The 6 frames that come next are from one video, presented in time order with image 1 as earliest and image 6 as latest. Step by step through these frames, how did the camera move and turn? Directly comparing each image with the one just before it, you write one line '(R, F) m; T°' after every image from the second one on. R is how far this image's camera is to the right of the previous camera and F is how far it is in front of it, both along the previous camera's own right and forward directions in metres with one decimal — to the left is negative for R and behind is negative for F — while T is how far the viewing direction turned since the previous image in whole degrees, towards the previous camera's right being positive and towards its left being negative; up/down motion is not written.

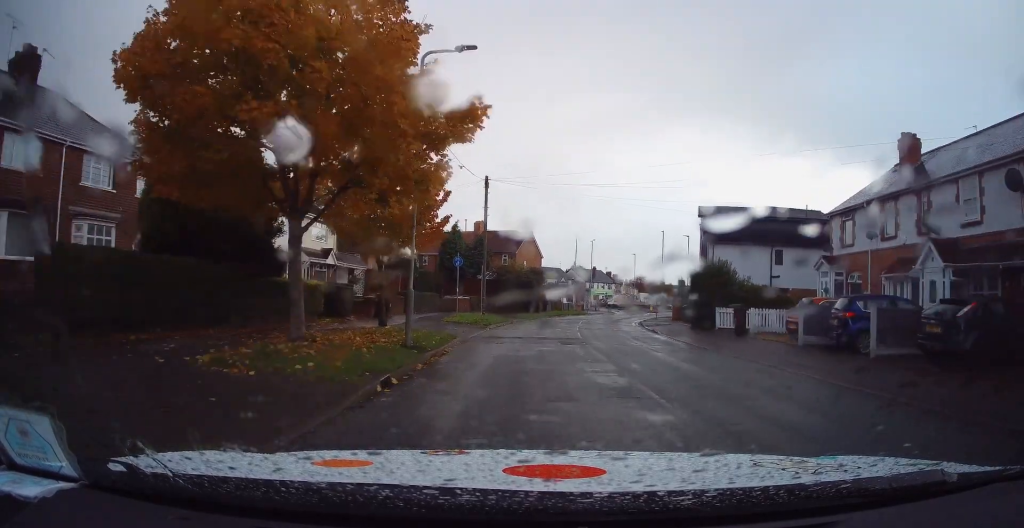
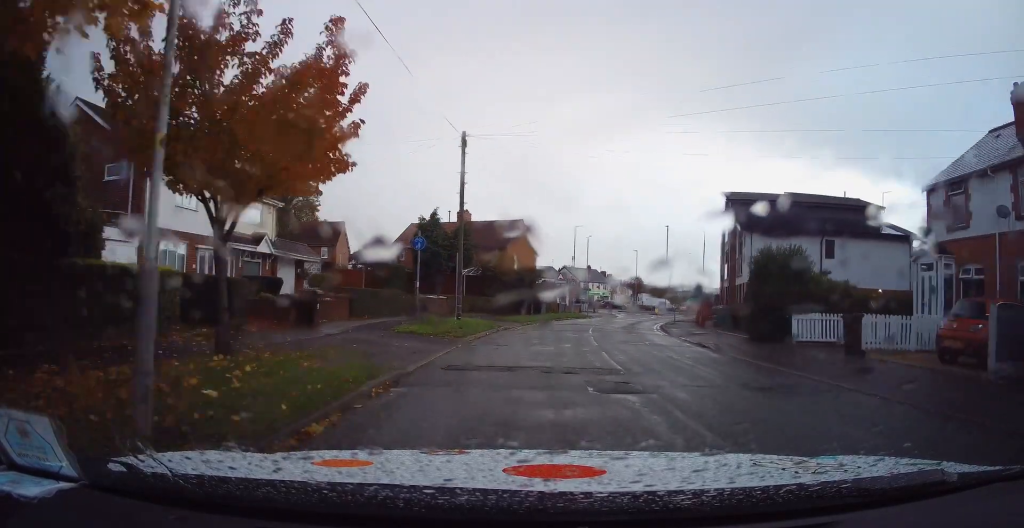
(-0.1, +8.4) m; +4°
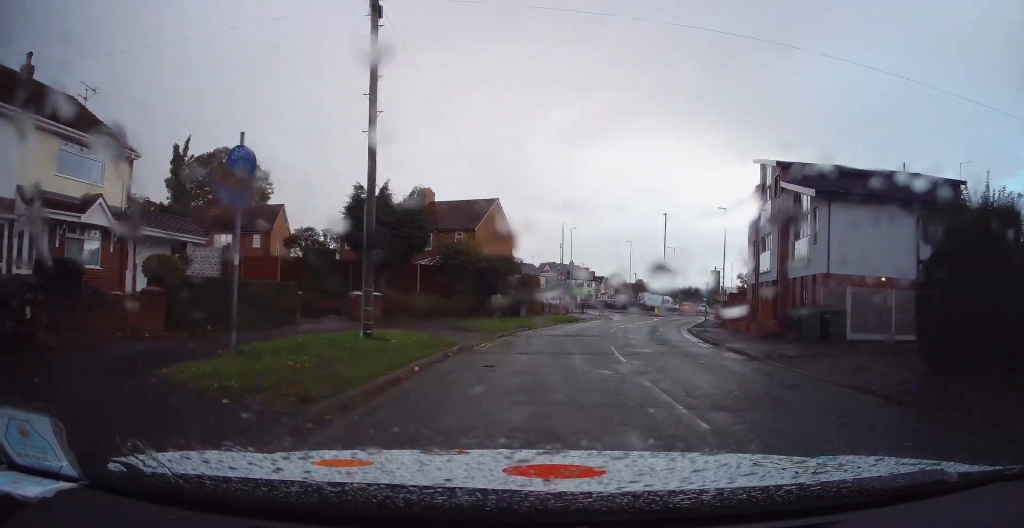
(+1.0, +11.1) m; +14°
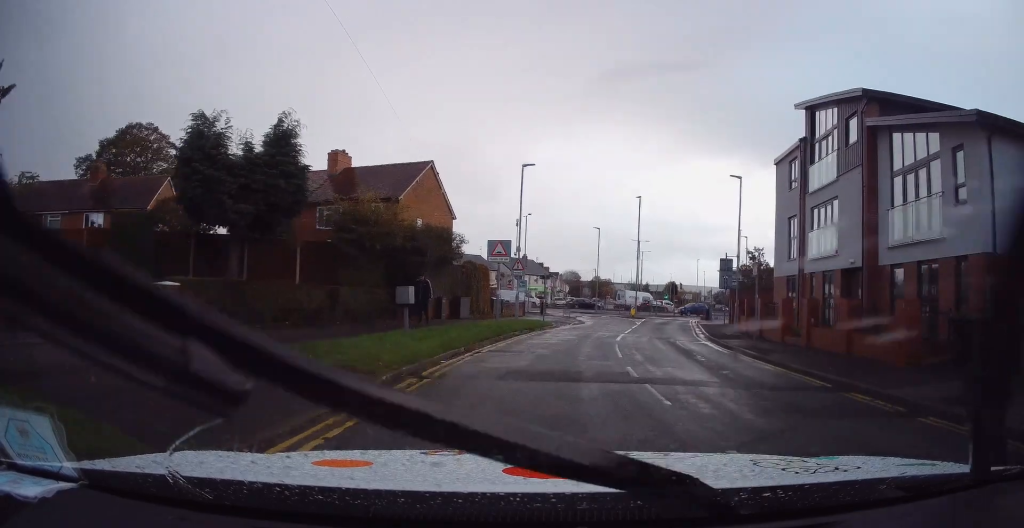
(+0.9, +11.1) m; -2°
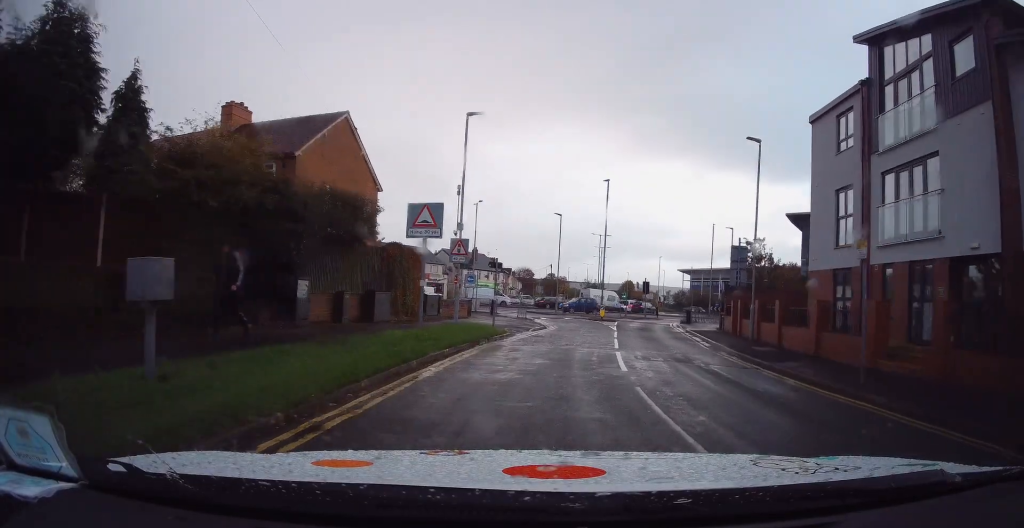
(-0.8, +8.1) m; -6°
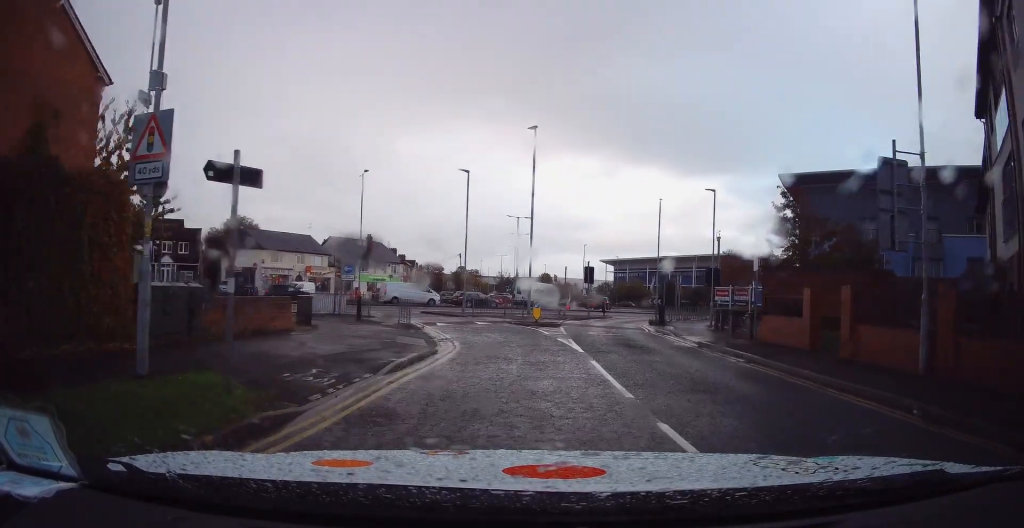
(+0.4, +16.5) m; +8°
